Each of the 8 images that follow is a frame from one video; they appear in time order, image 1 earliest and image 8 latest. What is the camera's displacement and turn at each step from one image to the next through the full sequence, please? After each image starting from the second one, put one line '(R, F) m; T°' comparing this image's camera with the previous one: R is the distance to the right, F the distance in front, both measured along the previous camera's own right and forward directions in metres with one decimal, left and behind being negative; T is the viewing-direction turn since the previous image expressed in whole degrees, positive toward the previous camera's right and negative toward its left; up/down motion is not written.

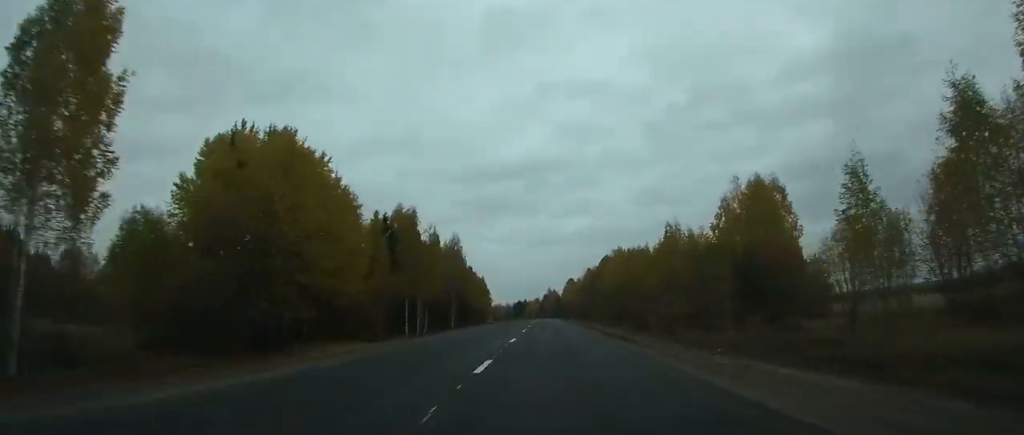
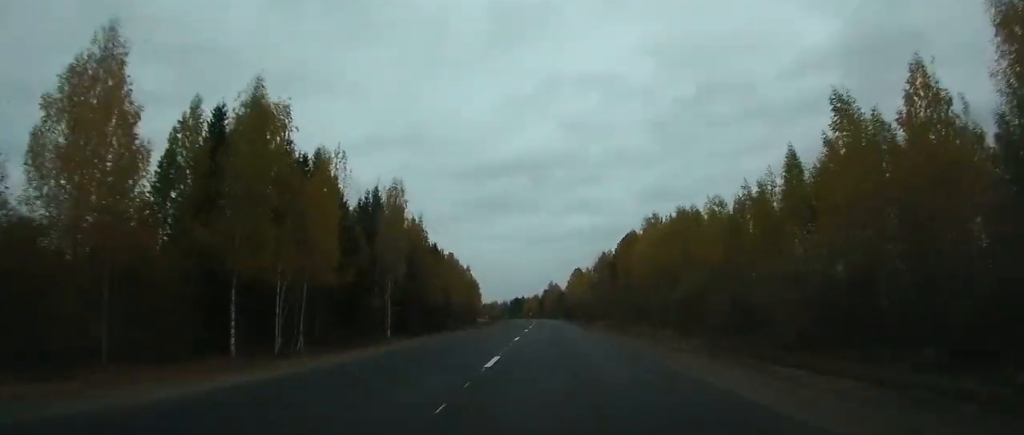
(0.0, +46.6) m; 0°
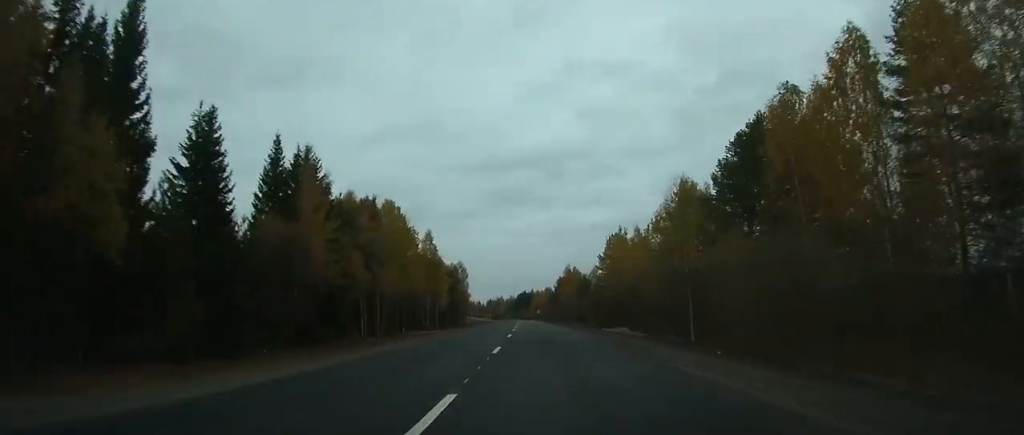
(-0.8, +77.0) m; -2°
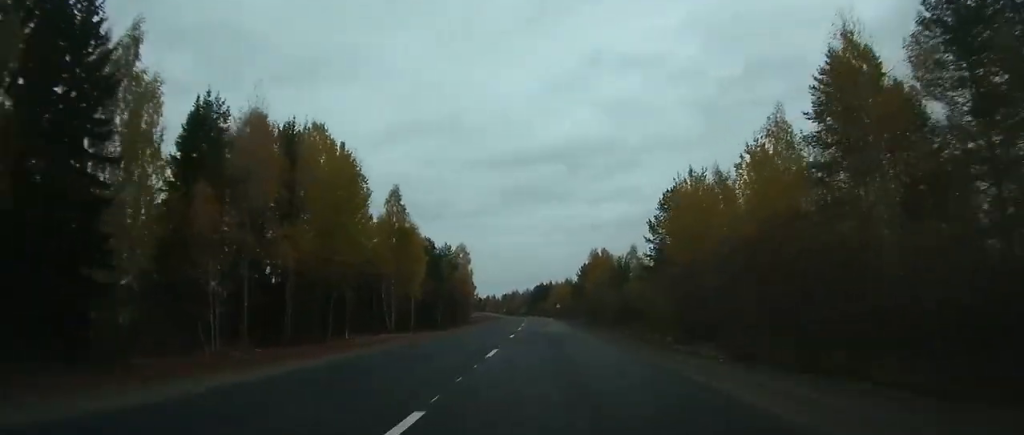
(-0.4, +38.1) m; -1°
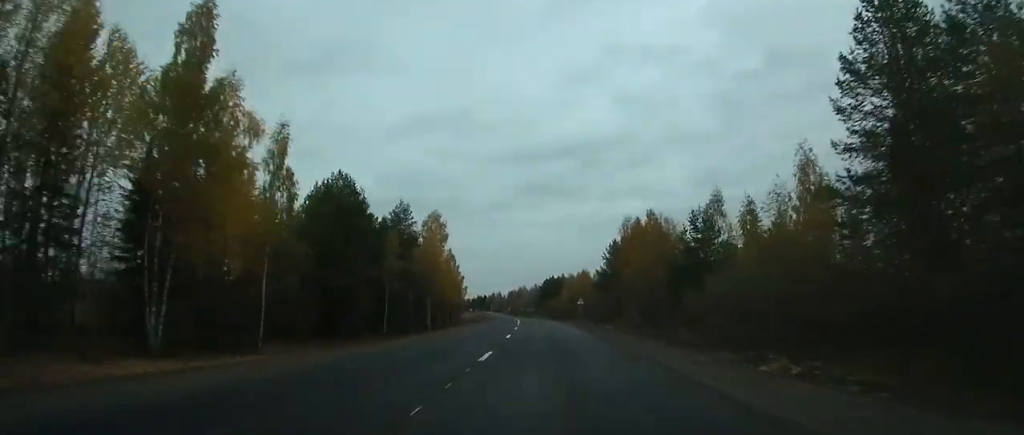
(-0.6, +52.1) m; -2°
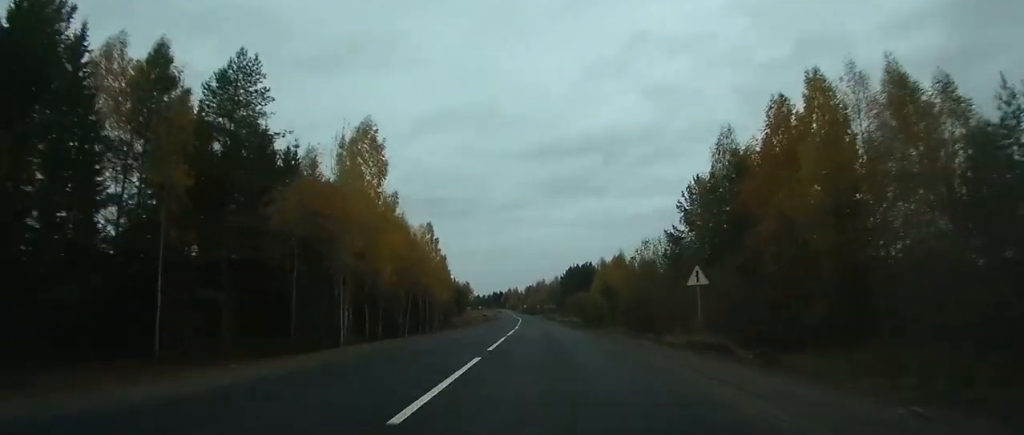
(-0.8, +52.2) m; -2°
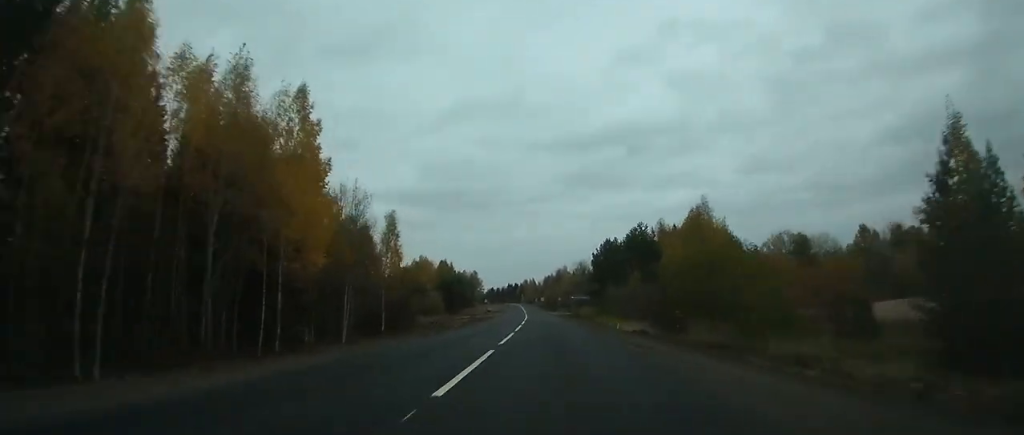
(-1.1, +58.0) m; -2°
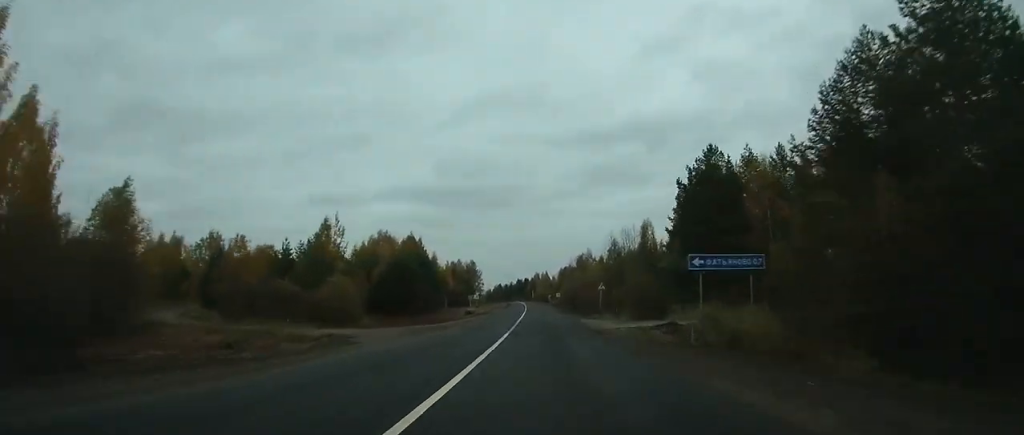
(-1.4, +68.2) m; -2°
